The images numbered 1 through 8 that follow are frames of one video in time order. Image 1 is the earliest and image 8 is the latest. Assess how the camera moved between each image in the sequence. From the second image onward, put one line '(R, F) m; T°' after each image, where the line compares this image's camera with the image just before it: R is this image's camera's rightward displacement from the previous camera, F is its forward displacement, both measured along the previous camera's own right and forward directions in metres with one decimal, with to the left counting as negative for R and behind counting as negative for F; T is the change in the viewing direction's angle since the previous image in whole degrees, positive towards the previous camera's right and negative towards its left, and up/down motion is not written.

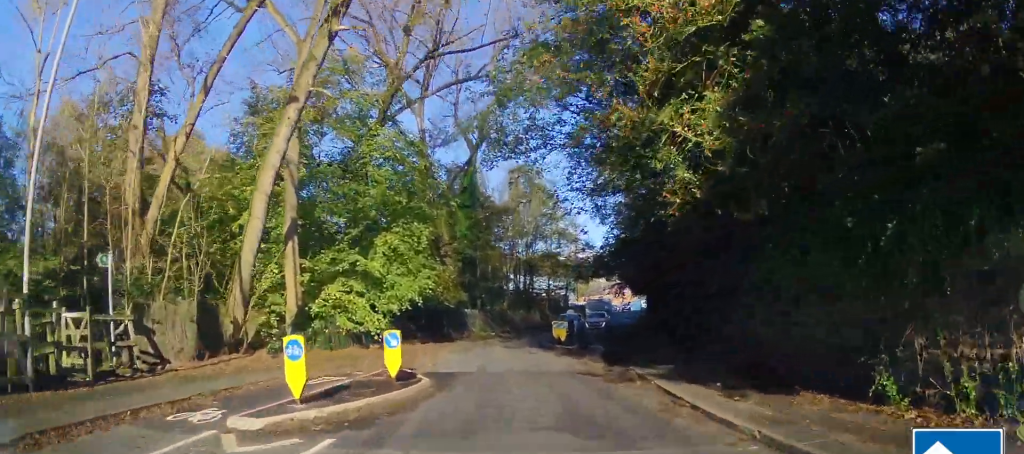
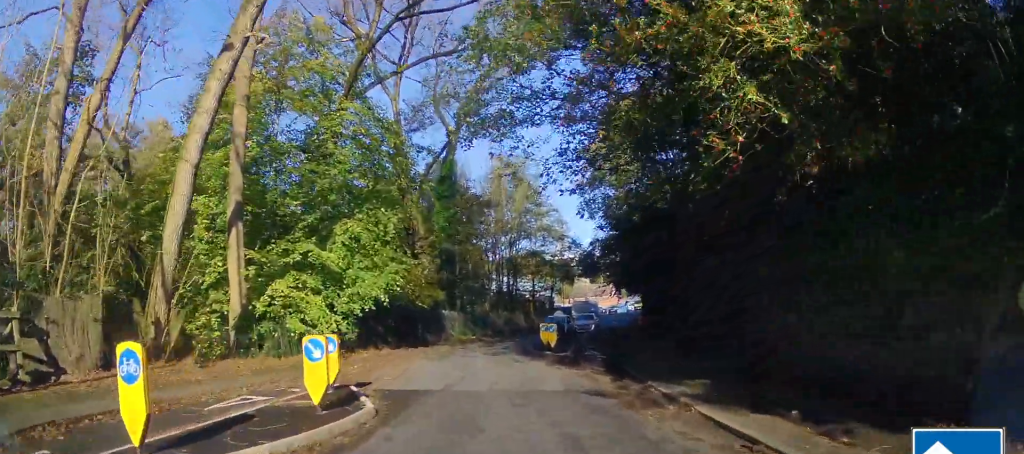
(+0.2, +3.2) m; +4°
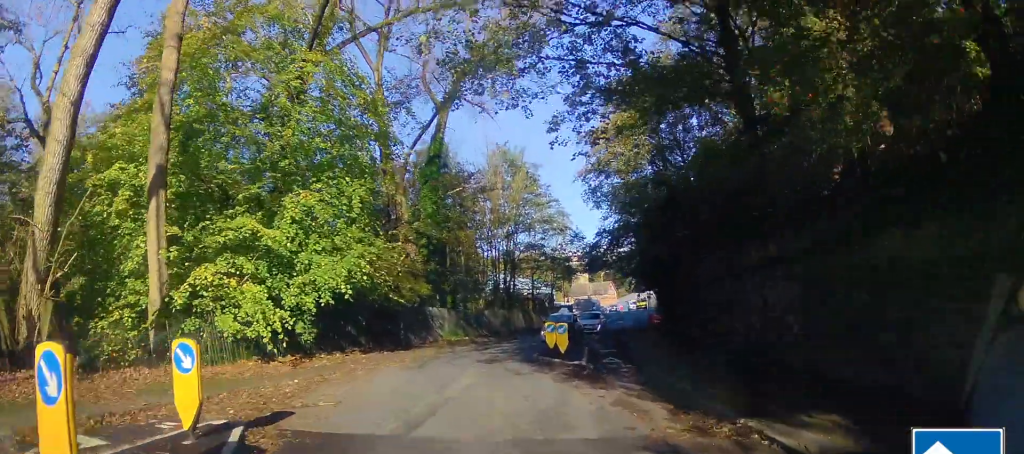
(+0.2, +4.4) m; +5°
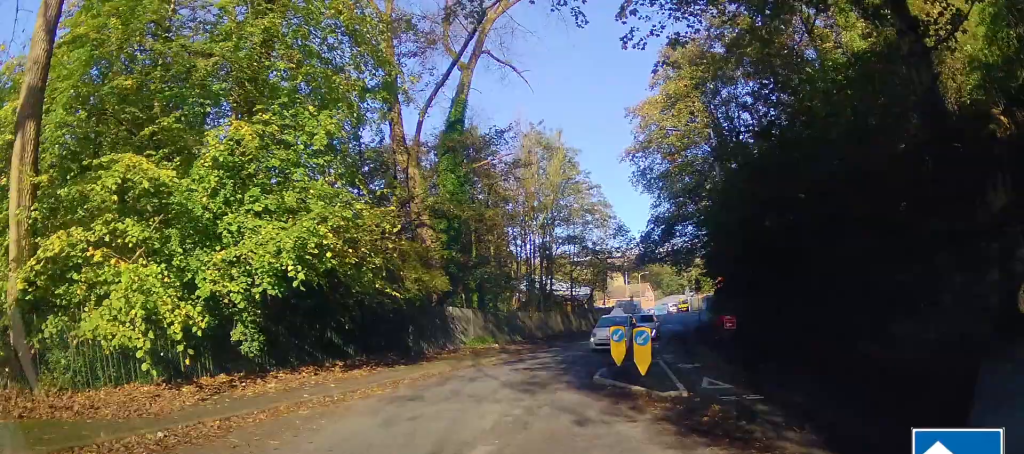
(+0.3, +6.2) m; -2°
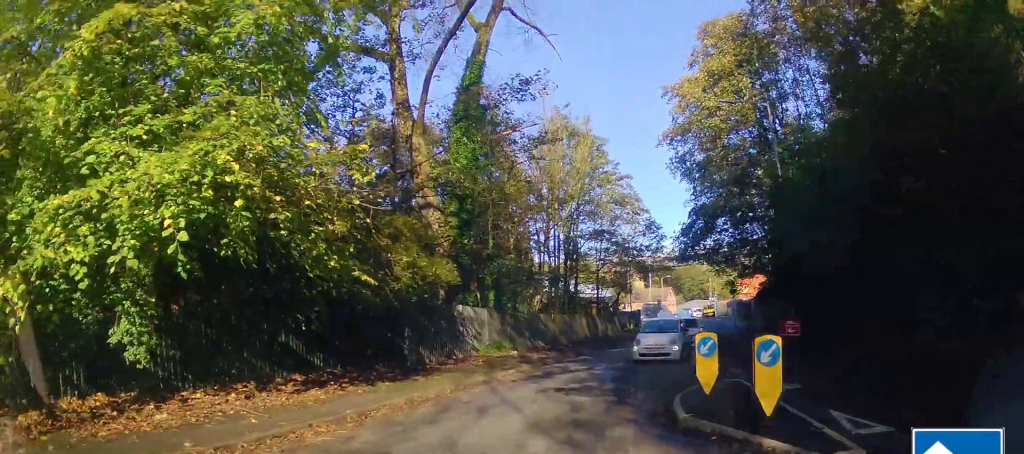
(-0.2, +4.5) m; -1°
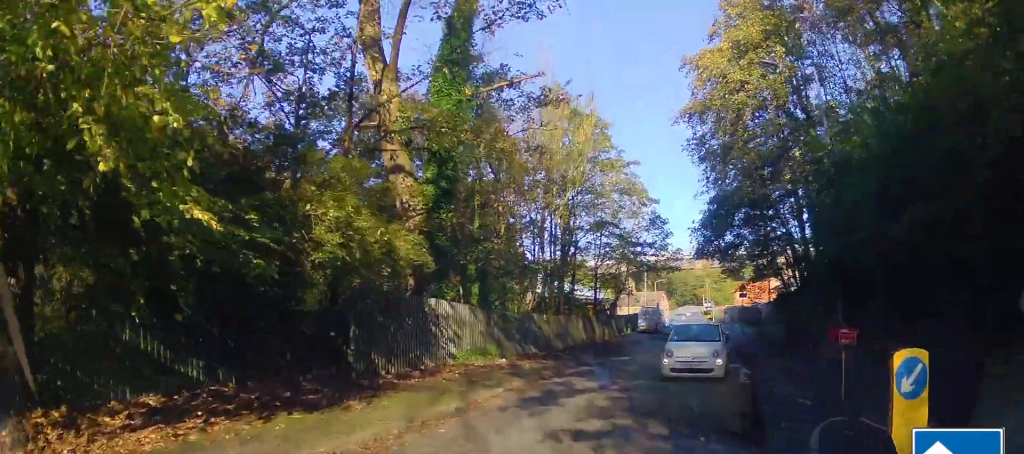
(-0.2, +4.5) m; 0°
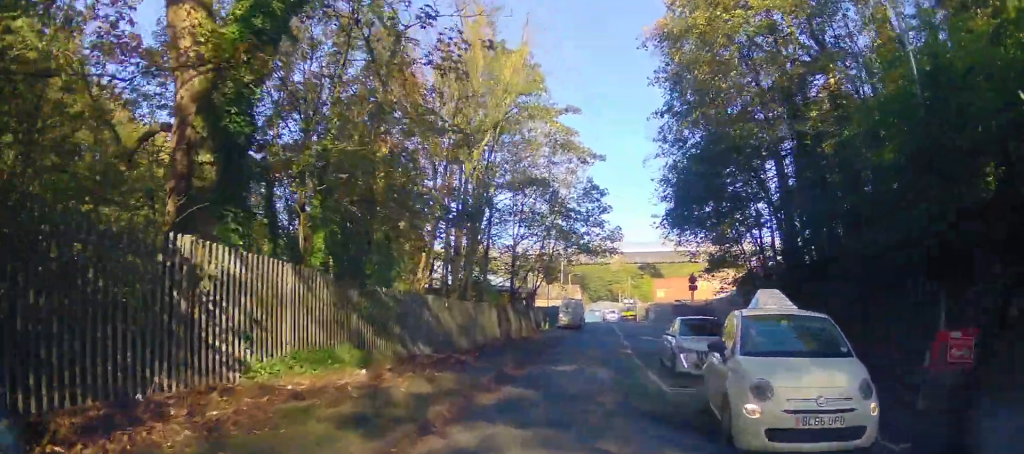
(+0.4, +7.7) m; +5°
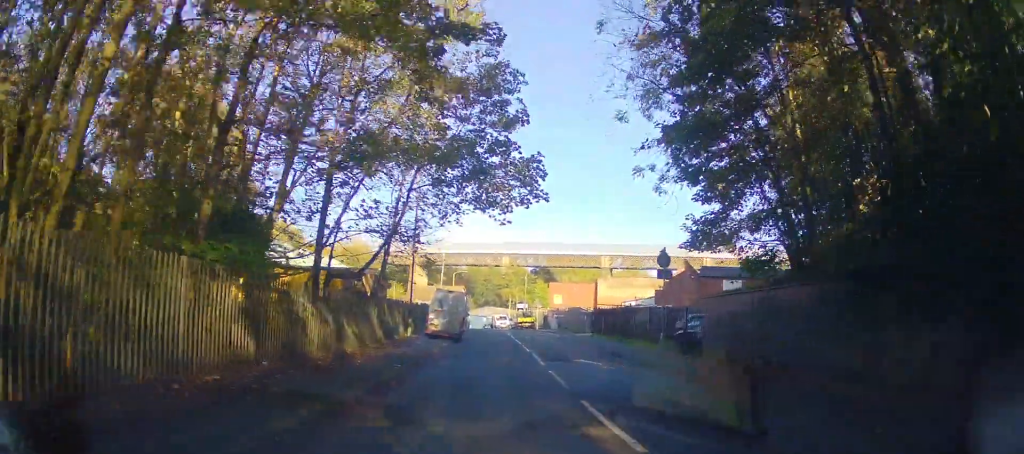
(+1.6, +14.4) m; +12°
